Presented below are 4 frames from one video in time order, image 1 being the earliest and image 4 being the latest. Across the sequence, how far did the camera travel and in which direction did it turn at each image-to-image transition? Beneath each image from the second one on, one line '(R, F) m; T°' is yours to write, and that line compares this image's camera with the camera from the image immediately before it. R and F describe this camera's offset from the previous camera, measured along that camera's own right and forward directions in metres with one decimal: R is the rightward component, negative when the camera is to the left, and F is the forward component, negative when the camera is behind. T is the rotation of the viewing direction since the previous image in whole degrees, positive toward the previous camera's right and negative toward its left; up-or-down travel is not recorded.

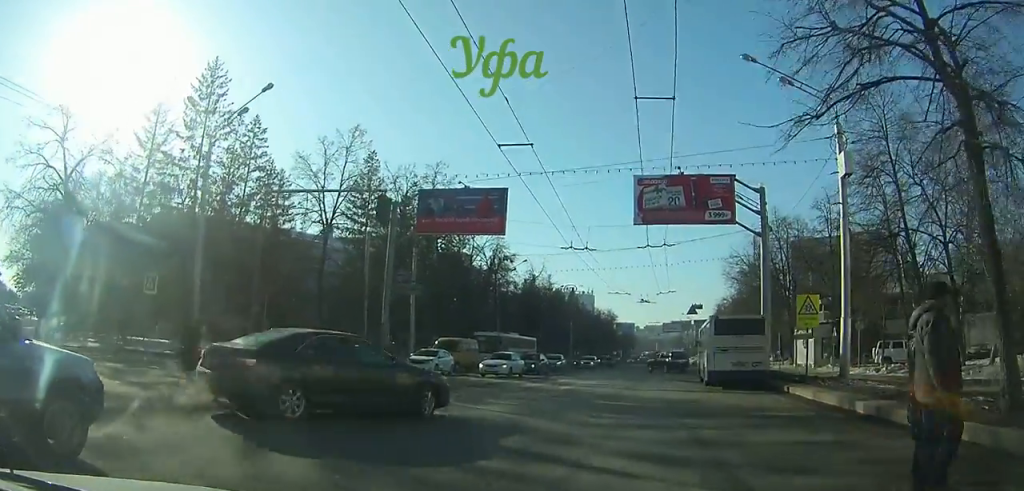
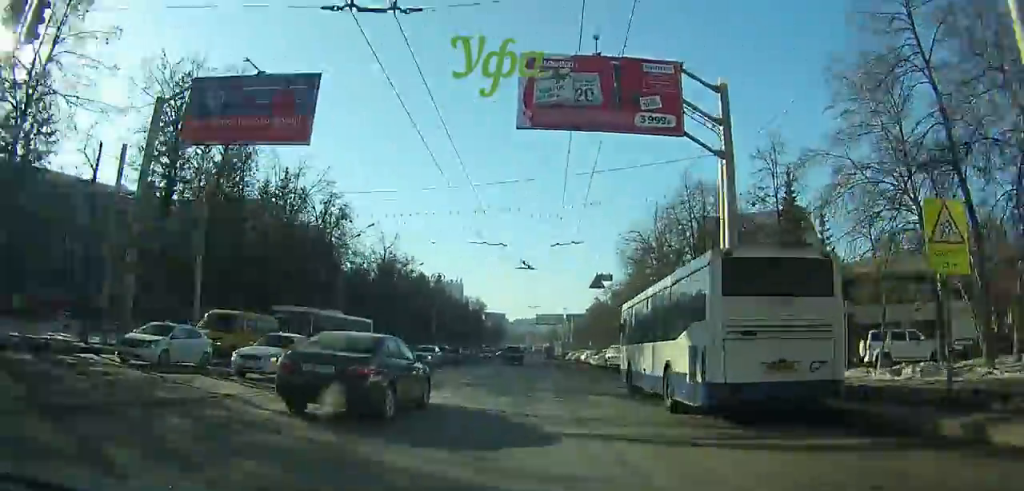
(+1.0, +16.0) m; +5°
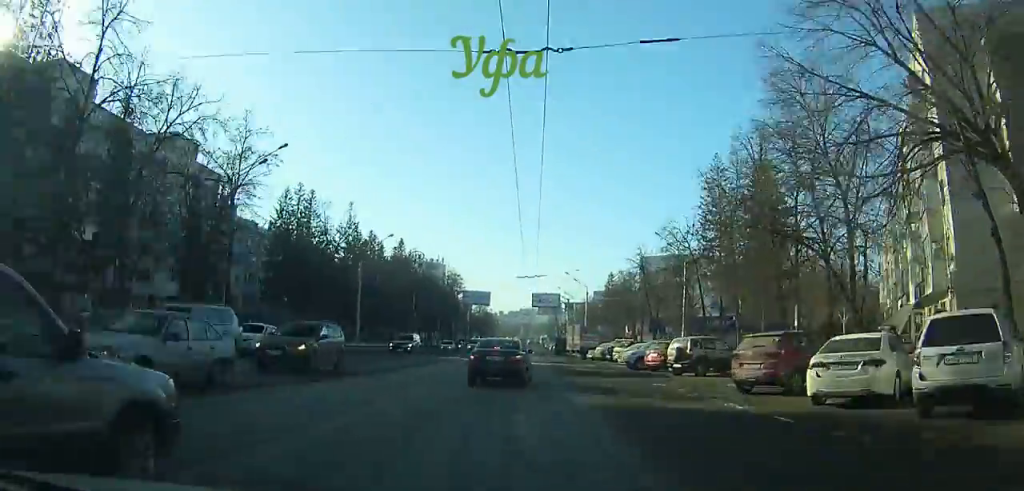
(+0.4, +42.1) m; -1°
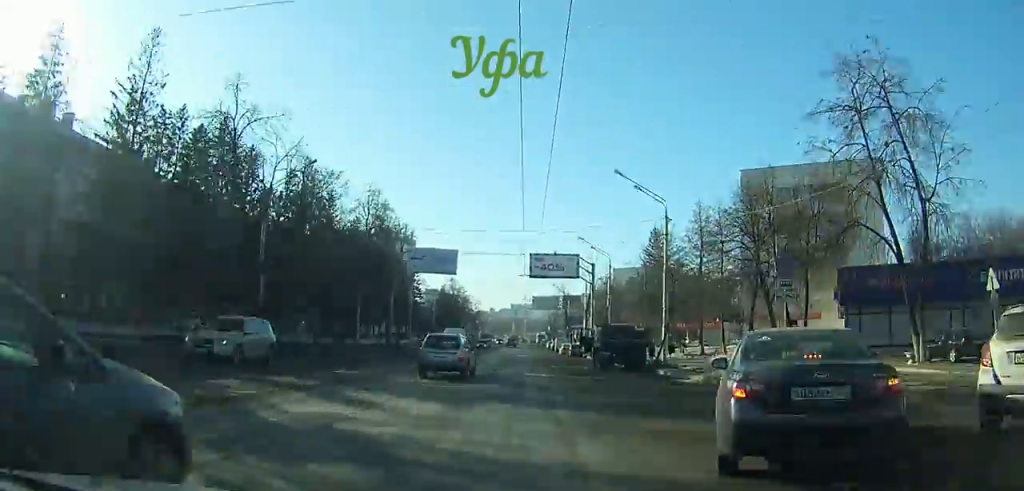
(-0.7, +57.2) m; 0°
